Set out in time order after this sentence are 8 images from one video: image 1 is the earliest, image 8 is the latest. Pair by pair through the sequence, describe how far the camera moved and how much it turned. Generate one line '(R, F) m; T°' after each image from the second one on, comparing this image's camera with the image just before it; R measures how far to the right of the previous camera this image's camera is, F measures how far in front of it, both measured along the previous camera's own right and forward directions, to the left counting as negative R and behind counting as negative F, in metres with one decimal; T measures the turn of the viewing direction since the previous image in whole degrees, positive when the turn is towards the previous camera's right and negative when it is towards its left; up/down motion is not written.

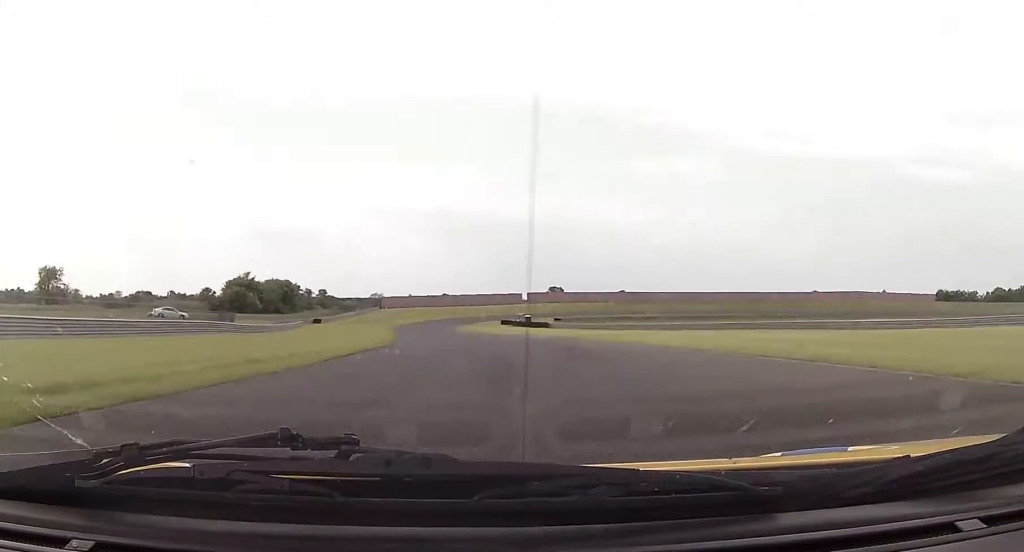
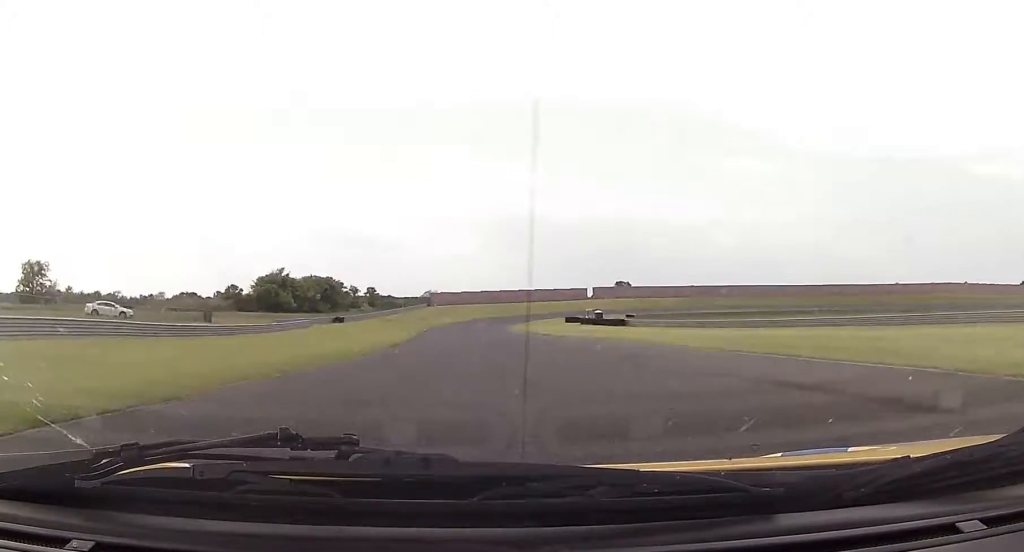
(-1.7, +26.8) m; -3°
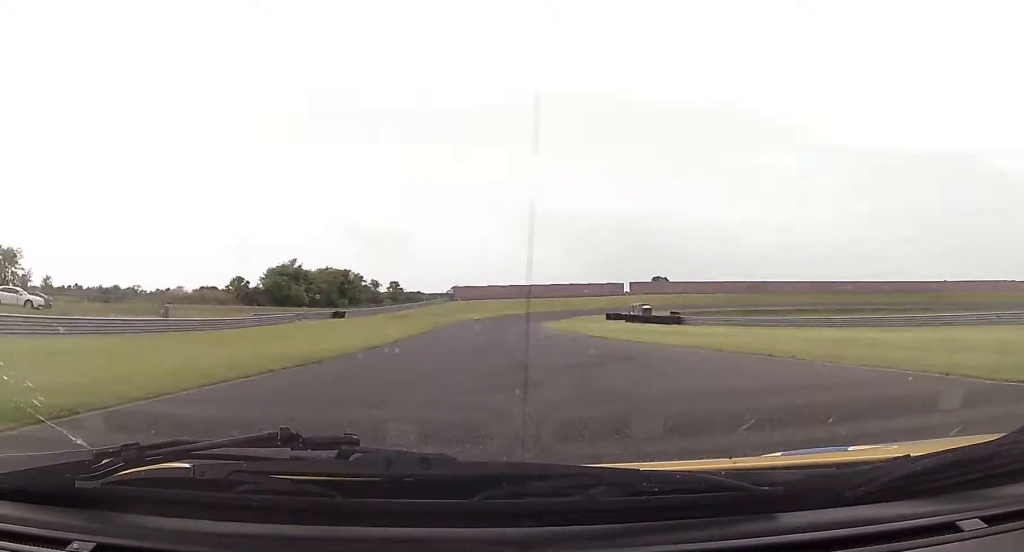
(-0.4, +17.9) m; -2°
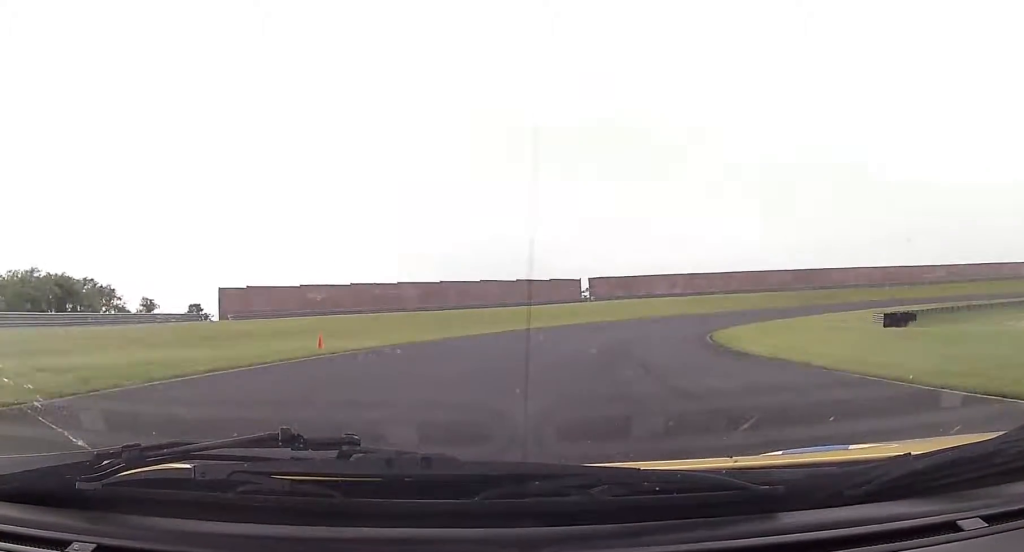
(+4.7, +114.0) m; +15°
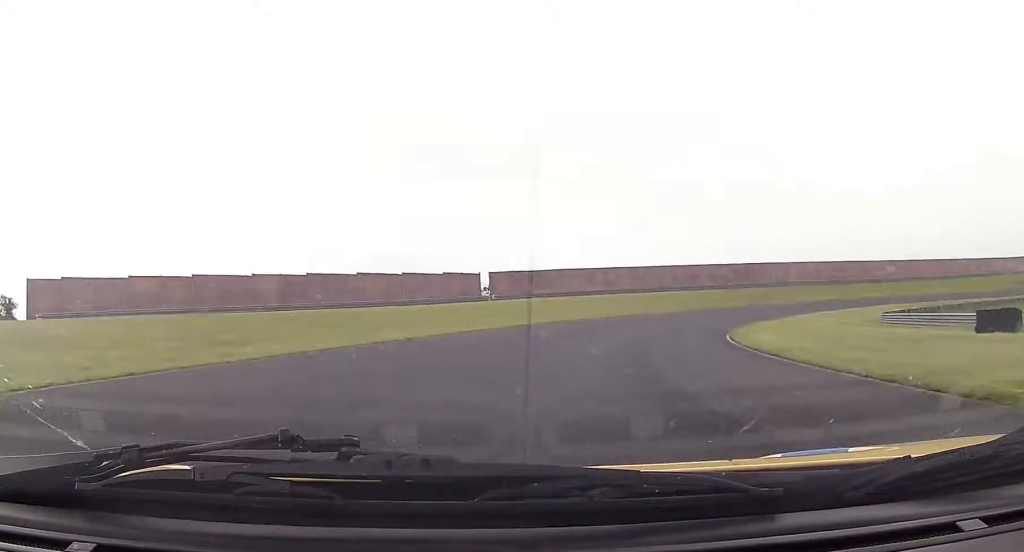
(+0.6, +19.8) m; +9°
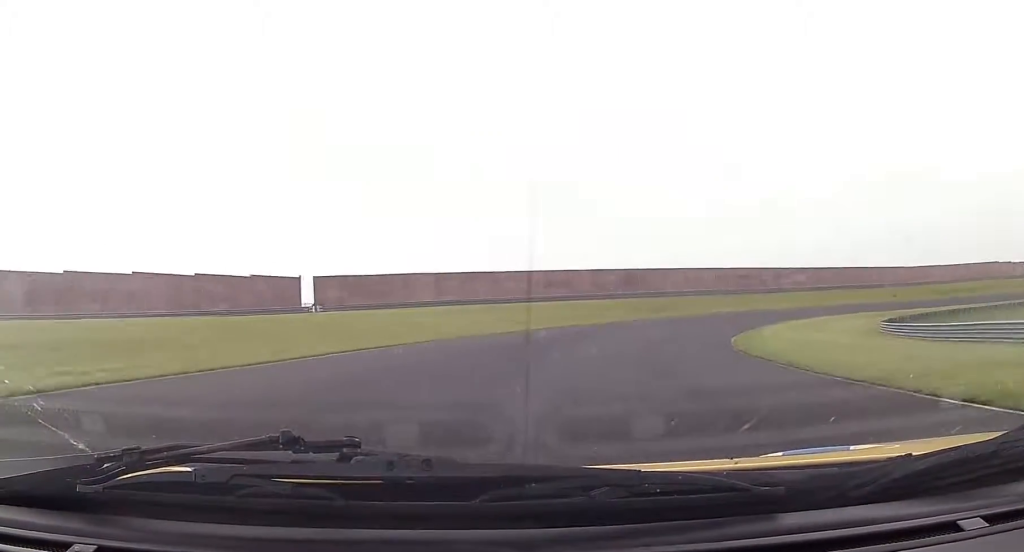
(+3.0, +22.6) m; +13°
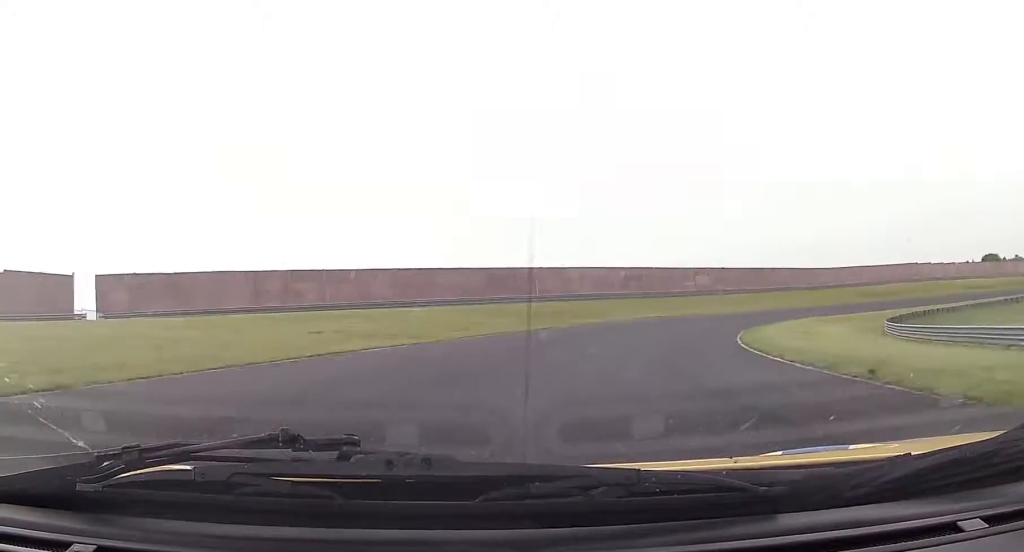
(+2.1, +20.4) m; +12°
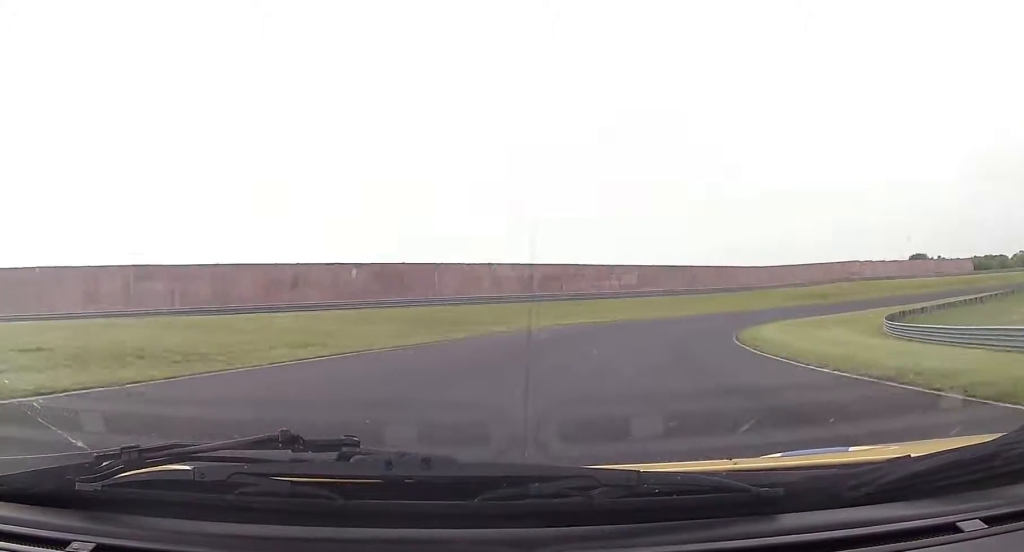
(+0.9, +13.6) m; +8°
